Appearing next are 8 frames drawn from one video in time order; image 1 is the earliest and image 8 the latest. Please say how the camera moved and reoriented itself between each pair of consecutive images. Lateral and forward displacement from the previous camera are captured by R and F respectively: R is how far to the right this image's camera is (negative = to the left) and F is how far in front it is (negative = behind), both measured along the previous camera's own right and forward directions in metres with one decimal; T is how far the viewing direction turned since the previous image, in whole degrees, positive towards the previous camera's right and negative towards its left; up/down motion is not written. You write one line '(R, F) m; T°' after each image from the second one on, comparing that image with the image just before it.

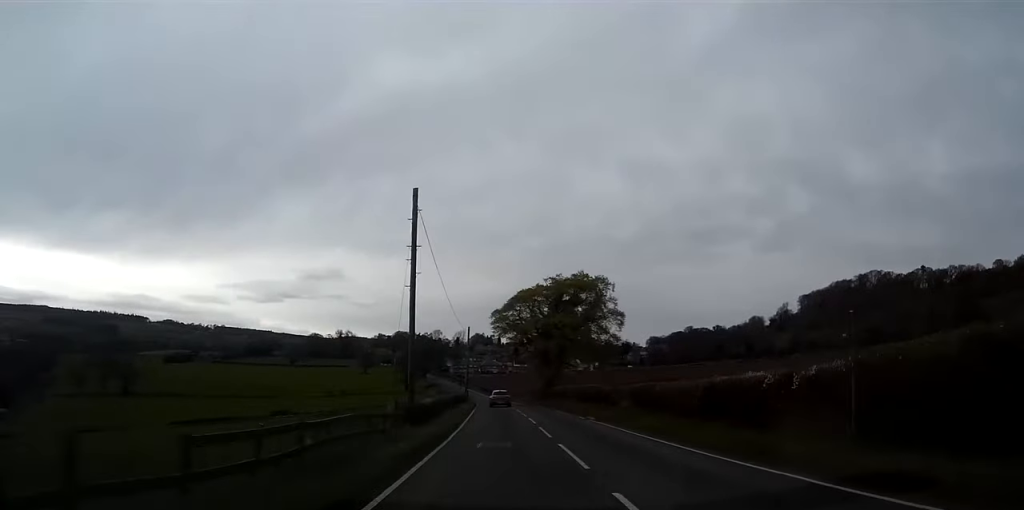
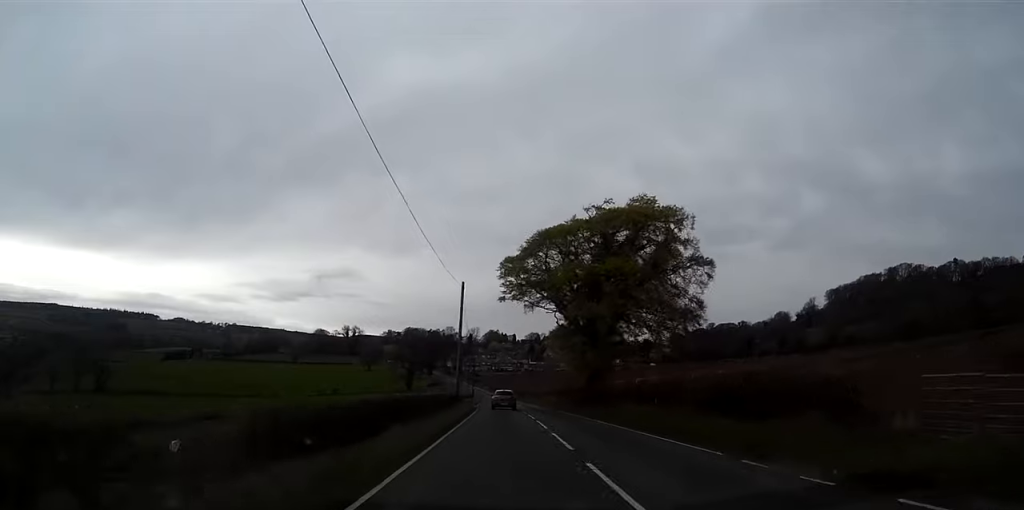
(0.0, +32.0) m; 0°
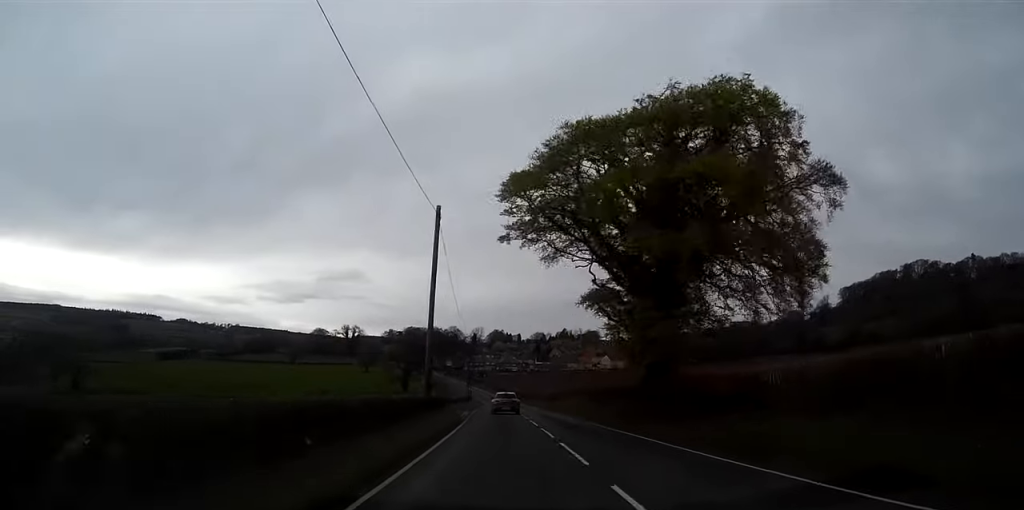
(0.0, +20.9) m; 0°
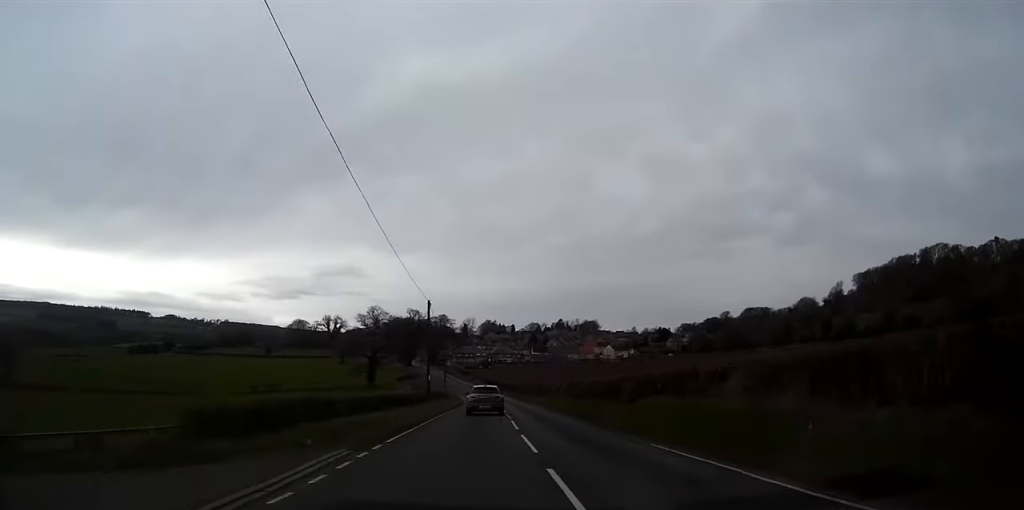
(0.0, +42.9) m; 0°
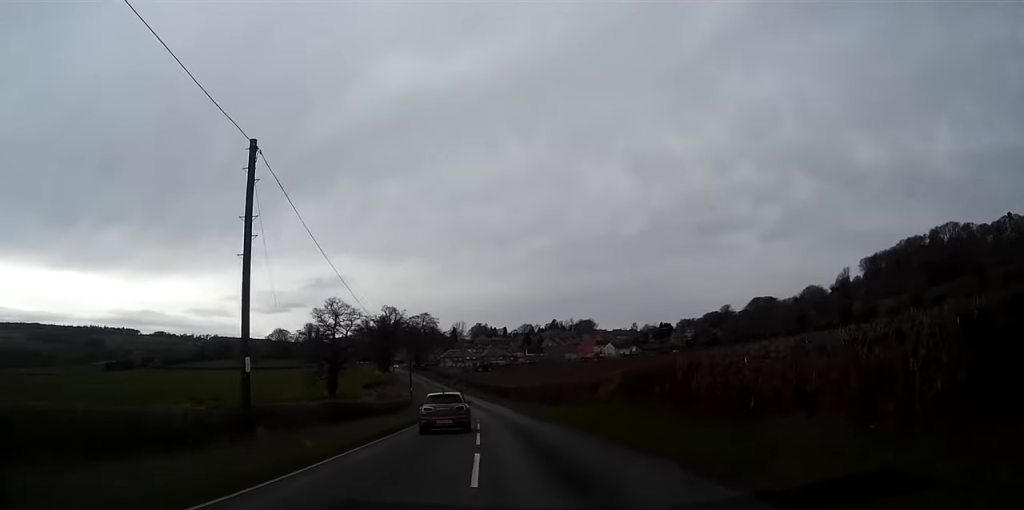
(0.0, +31.5) m; 0°
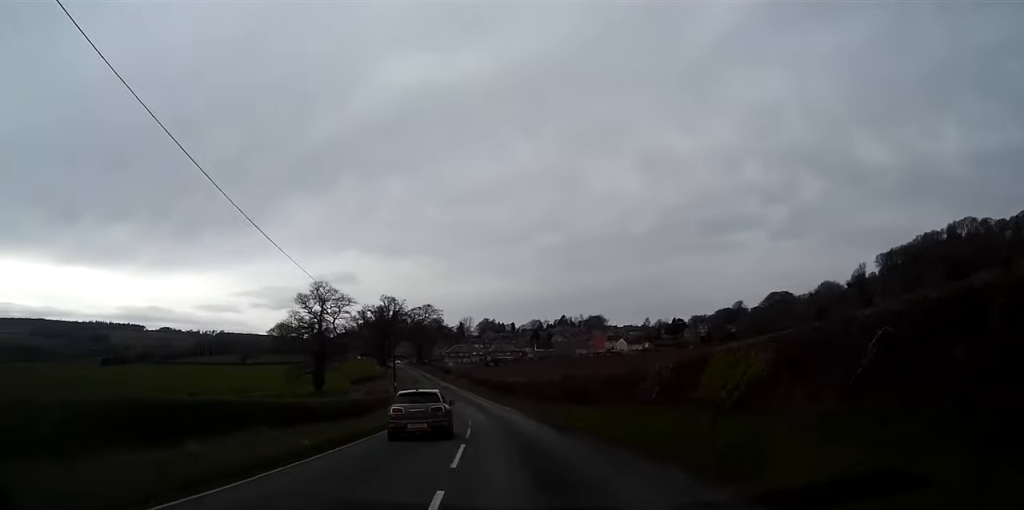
(0.0, +15.4) m; 0°
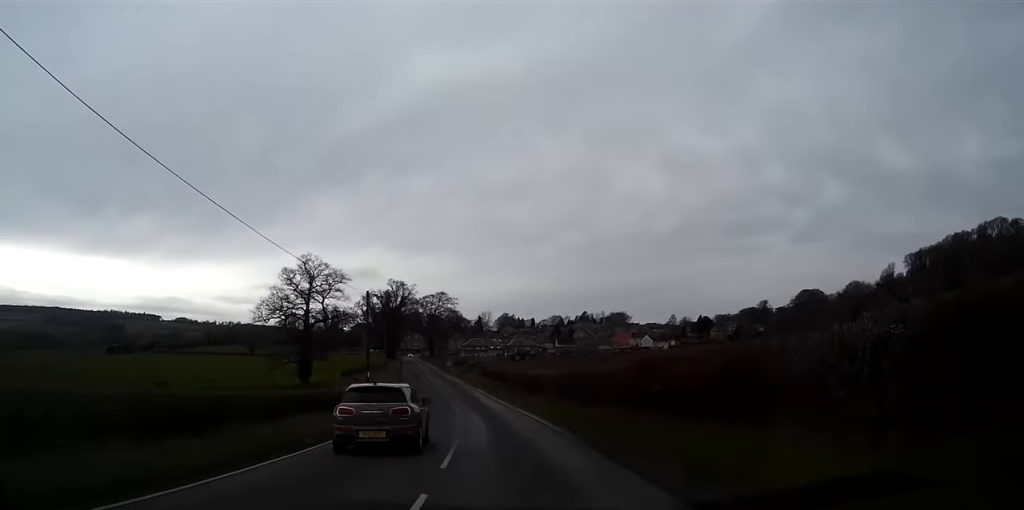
(-0.1, +18.5) m; -1°
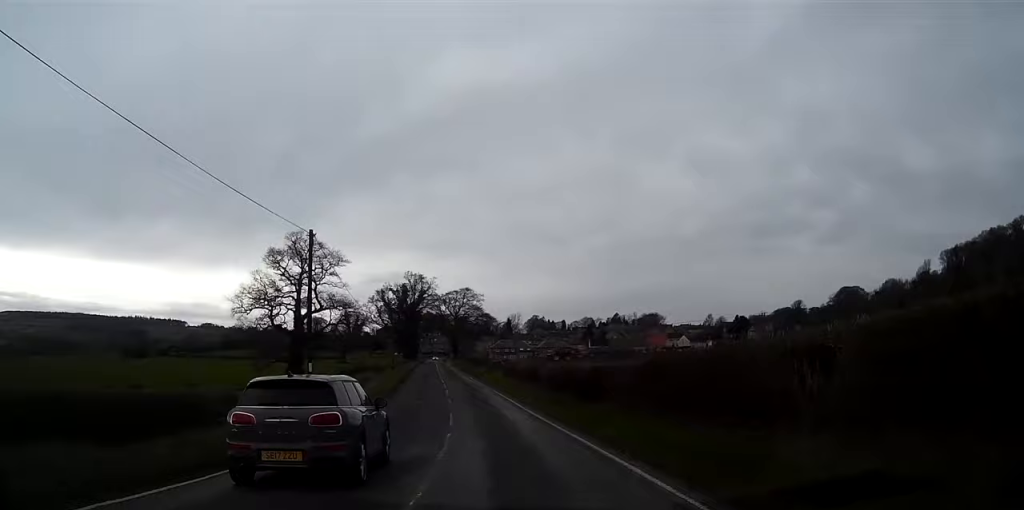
(0.0, +17.6) m; -2°
